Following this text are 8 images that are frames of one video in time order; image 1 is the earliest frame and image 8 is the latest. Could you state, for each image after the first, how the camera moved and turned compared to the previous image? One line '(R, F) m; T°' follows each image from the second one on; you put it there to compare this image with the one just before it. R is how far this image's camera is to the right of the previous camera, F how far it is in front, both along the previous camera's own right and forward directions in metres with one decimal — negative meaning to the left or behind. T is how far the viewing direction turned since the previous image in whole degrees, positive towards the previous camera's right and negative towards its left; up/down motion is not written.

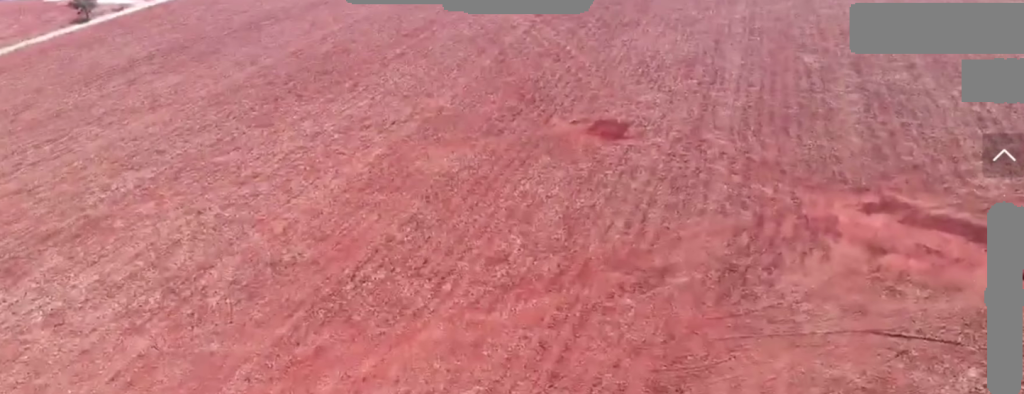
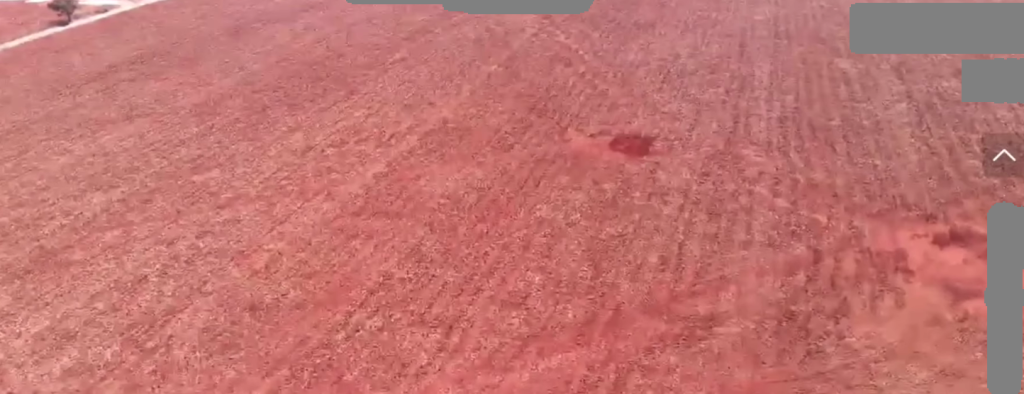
(0.0, +20.9) m; 0°
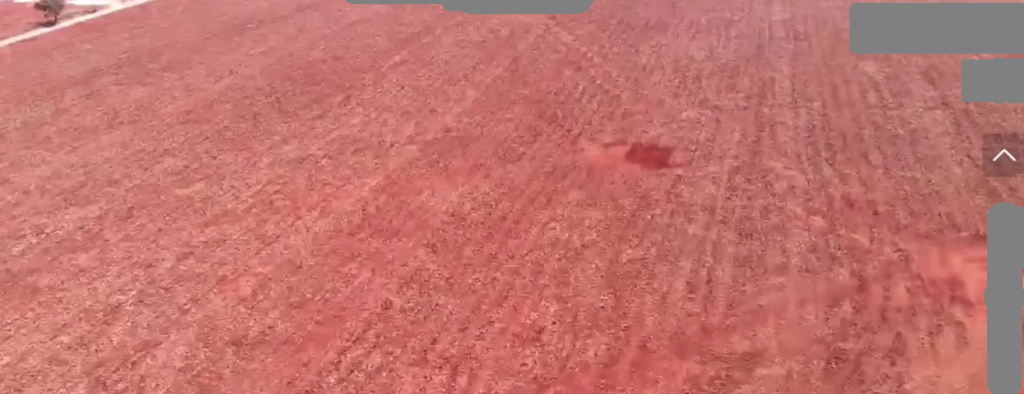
(0.0, +12.4) m; 0°
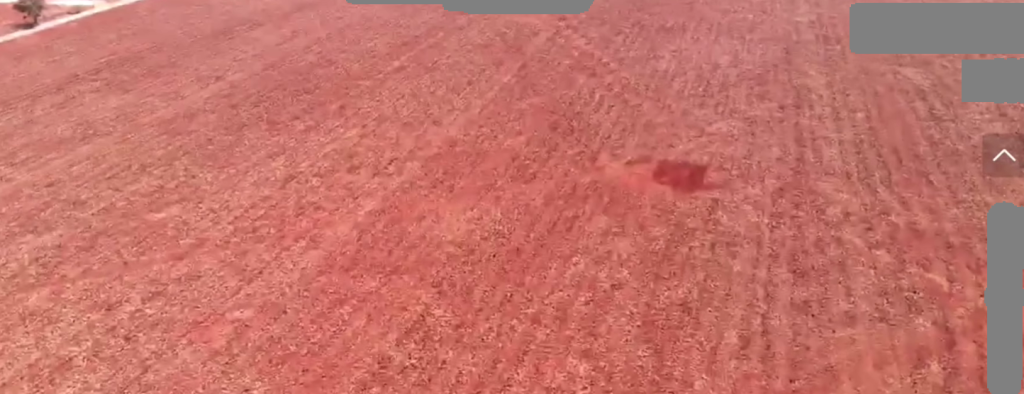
(0.0, +16.9) m; 0°
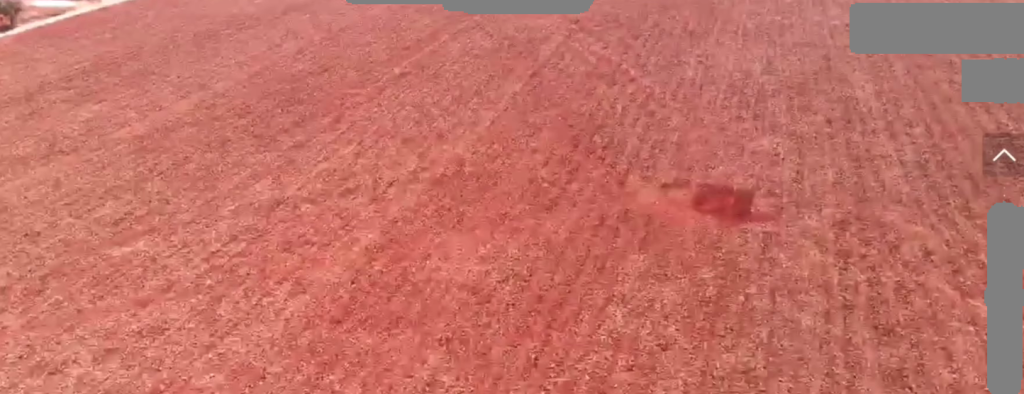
(0.0, +20.2) m; 0°
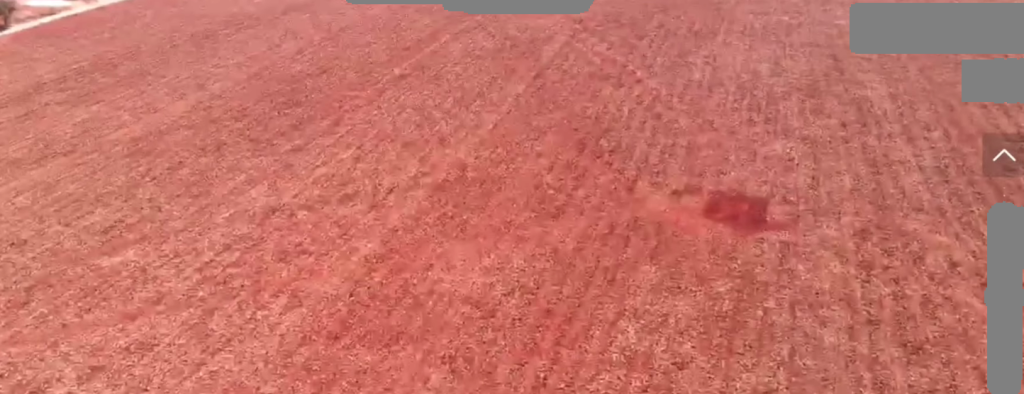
(0.0, +4.9) m; 0°
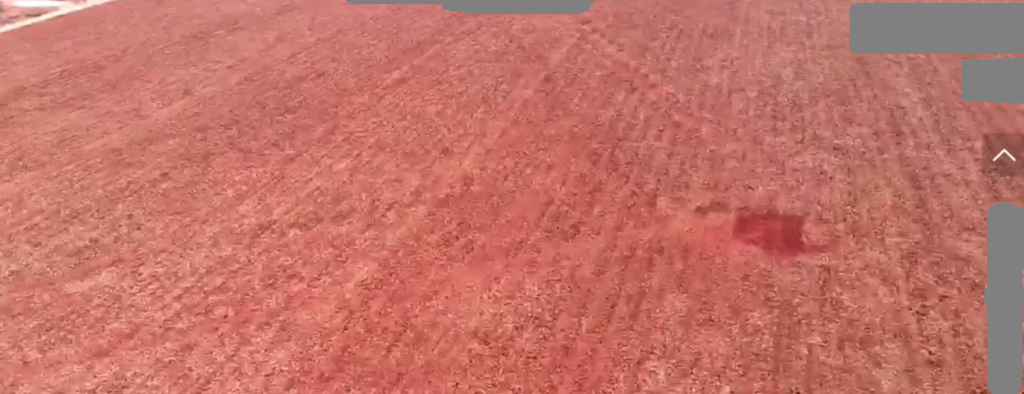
(0.0, +10.3) m; 0°
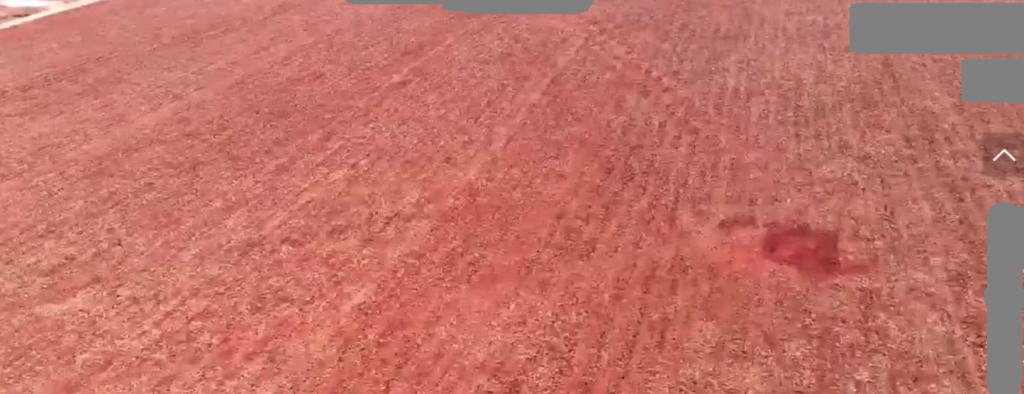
(0.0, +8.7) m; 0°
